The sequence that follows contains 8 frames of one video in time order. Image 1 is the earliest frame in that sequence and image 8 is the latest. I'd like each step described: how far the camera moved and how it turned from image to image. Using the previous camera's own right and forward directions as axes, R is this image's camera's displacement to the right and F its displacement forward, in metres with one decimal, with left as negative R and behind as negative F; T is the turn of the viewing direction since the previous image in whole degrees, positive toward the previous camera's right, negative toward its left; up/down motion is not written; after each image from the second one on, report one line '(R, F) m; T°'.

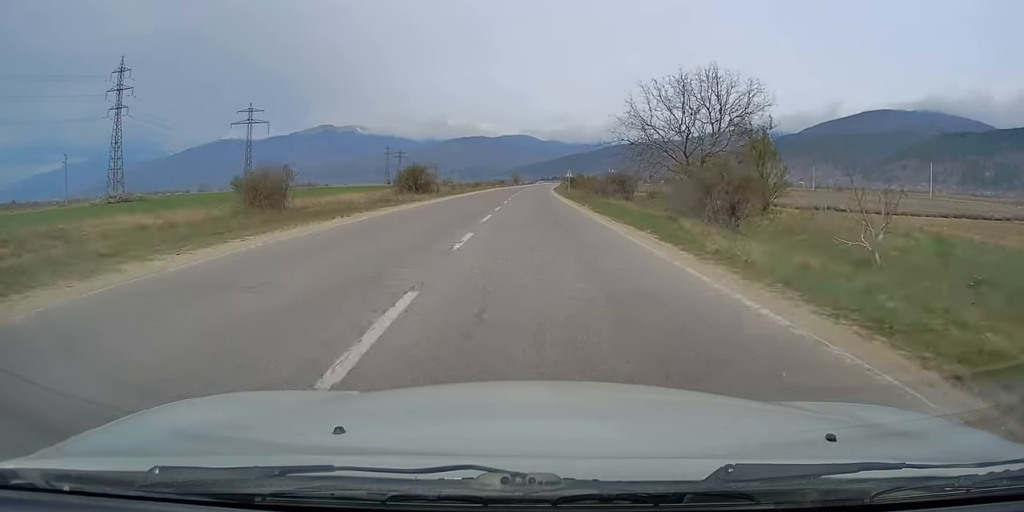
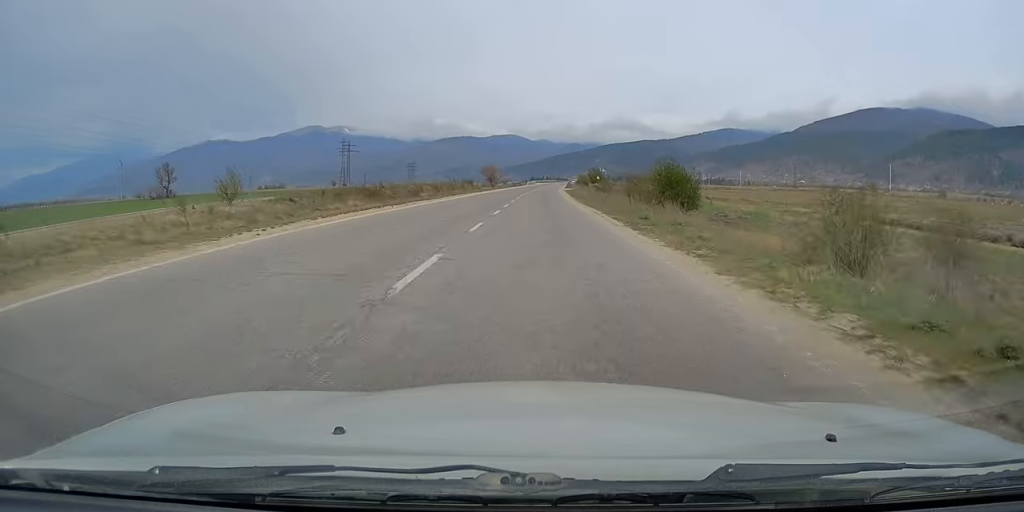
(+1.4, +80.9) m; +2°
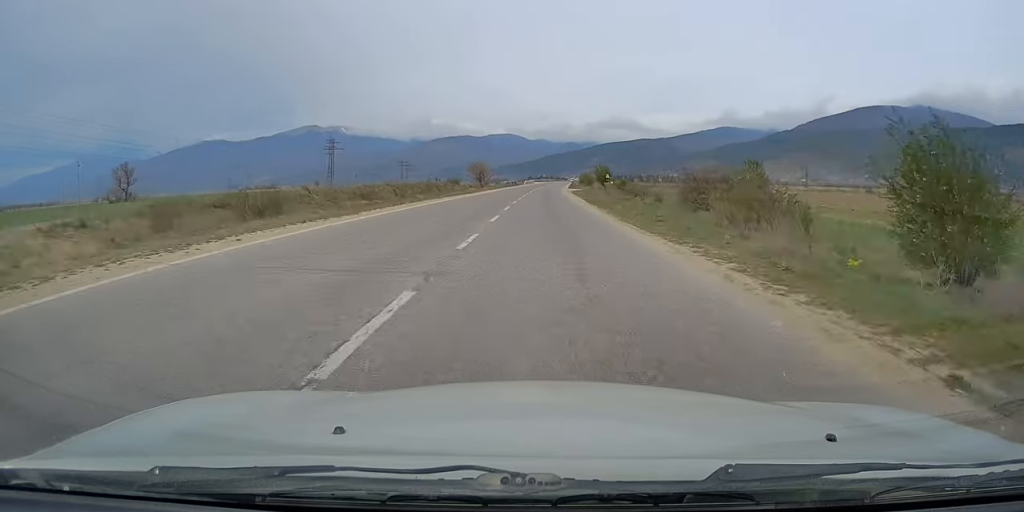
(0.0, +18.8) m; 0°
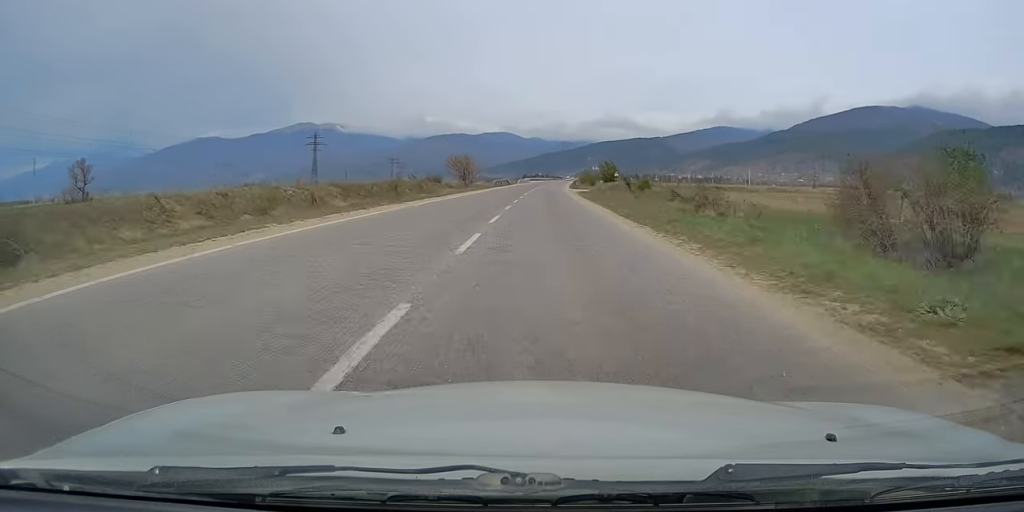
(+0.1, +16.0) m; 0°
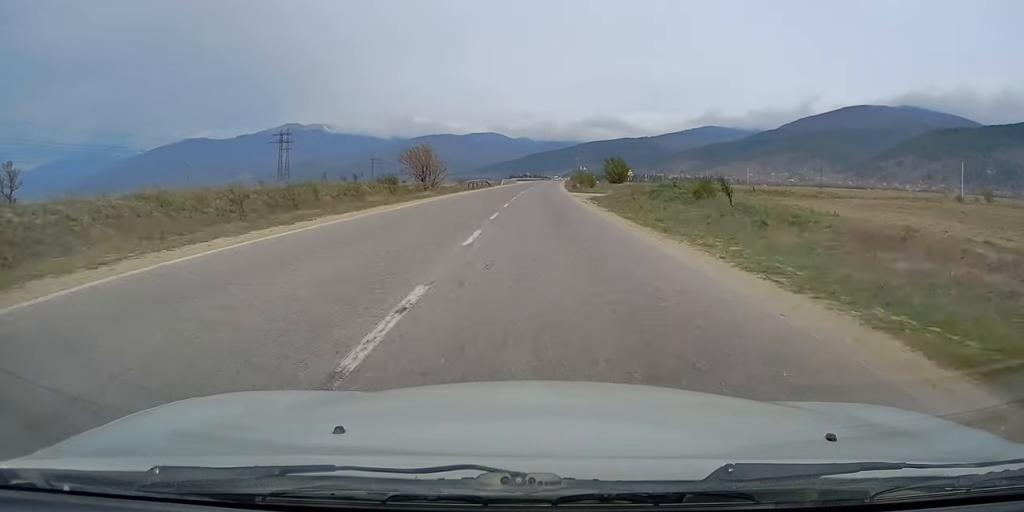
(0.0, +21.6) m; +1°
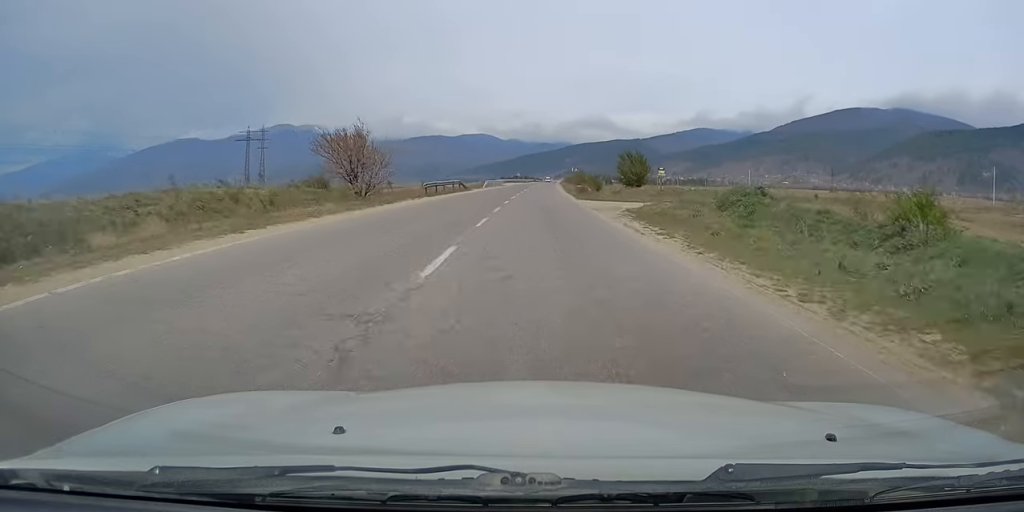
(+0.2, +19.6) m; +1°
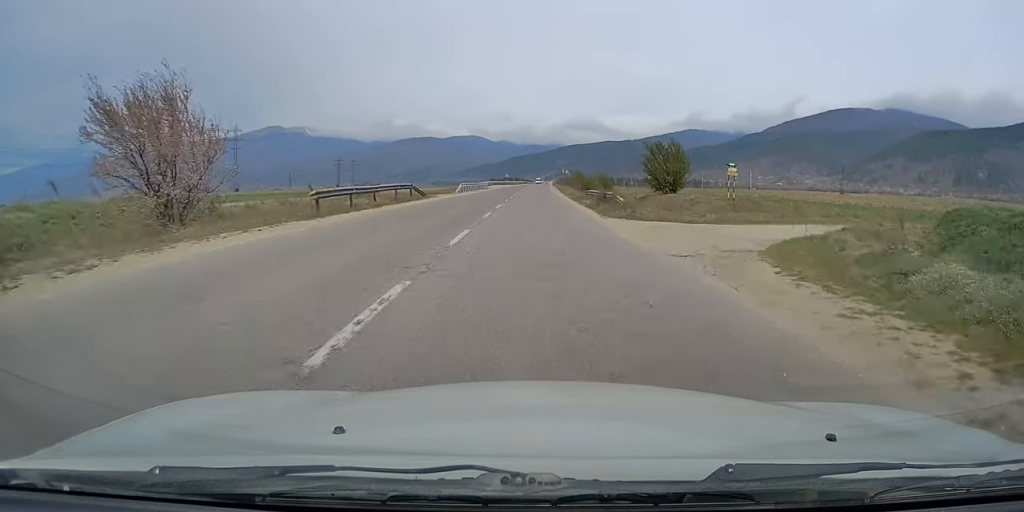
(+0.3, +18.6) m; +1°
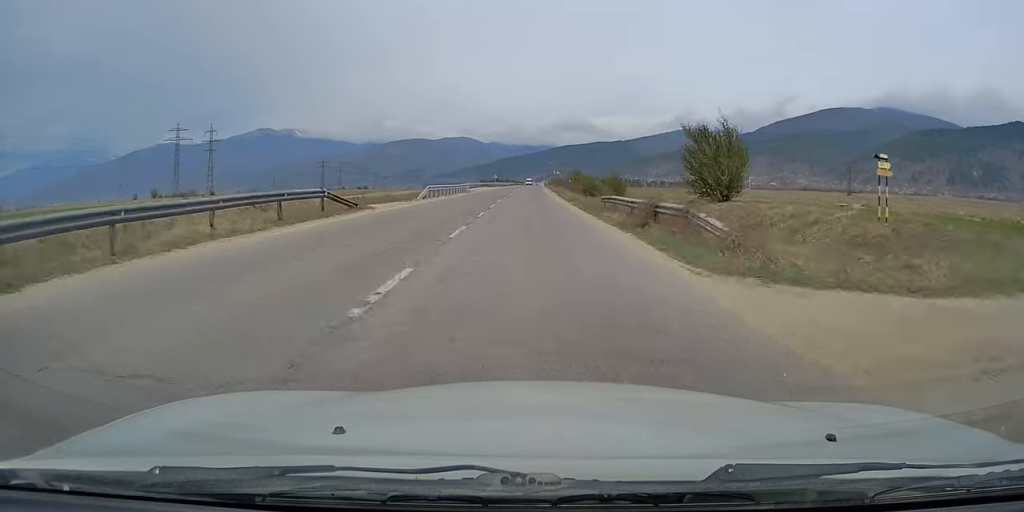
(+0.1, +13.8) m; 0°
